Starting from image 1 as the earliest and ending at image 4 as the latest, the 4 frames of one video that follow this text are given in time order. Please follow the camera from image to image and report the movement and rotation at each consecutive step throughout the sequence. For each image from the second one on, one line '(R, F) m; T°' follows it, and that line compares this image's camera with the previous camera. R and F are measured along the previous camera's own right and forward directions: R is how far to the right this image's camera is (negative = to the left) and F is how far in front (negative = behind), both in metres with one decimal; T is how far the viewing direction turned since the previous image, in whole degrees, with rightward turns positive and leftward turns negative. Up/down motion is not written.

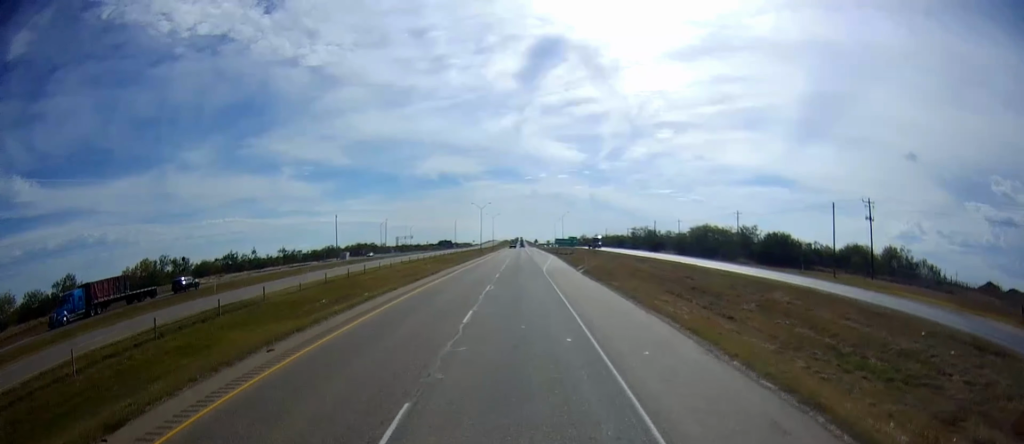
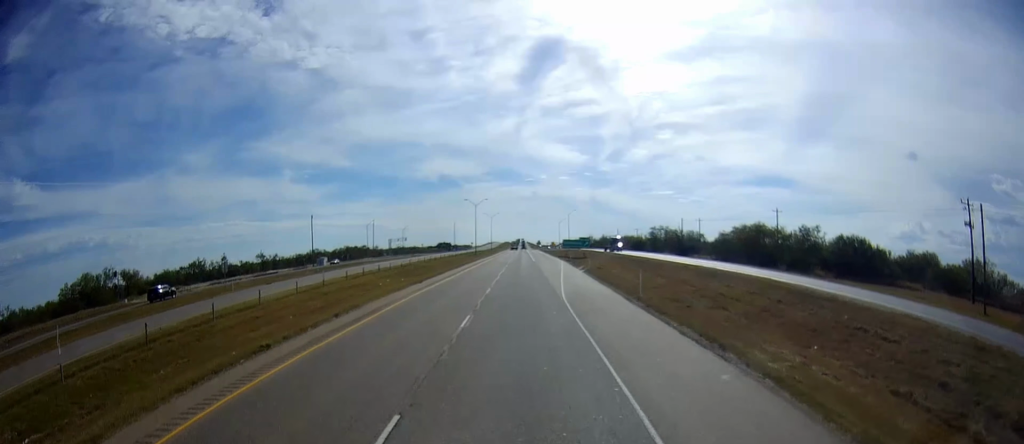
(-0.1, +25.3) m; 0°
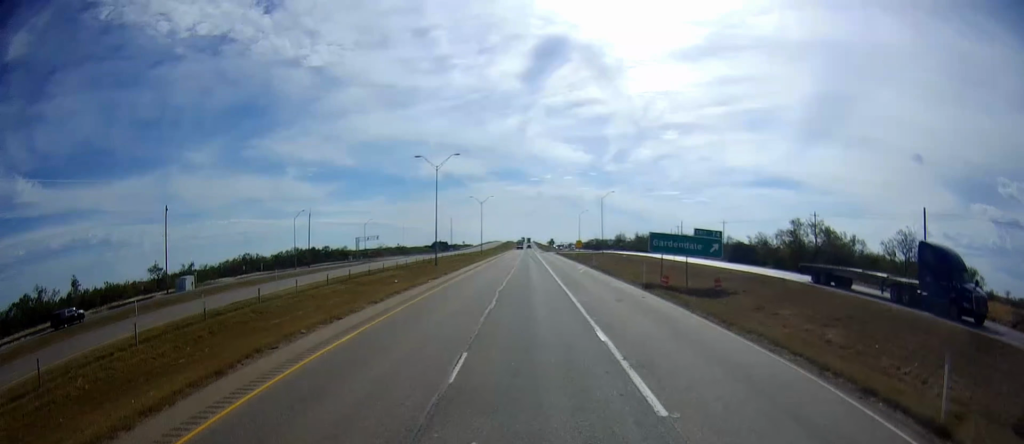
(-0.7, +81.2) m; 0°
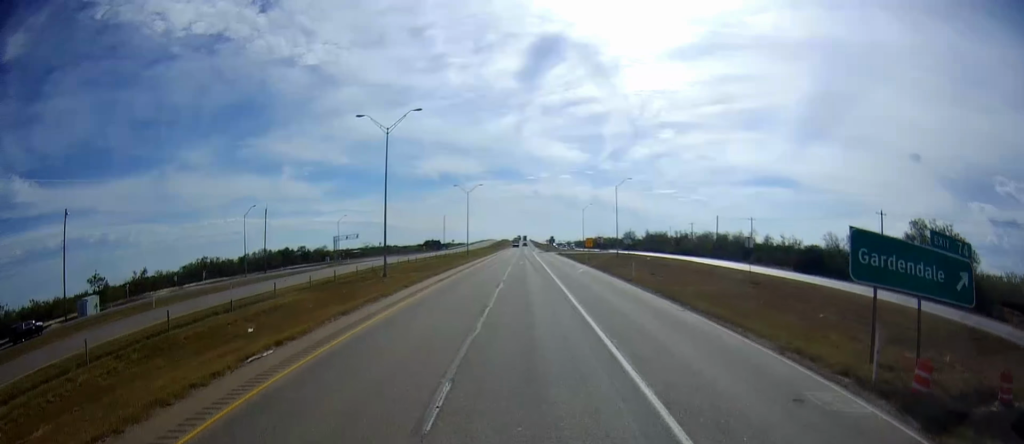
(+0.2, +27.8) m; 0°
